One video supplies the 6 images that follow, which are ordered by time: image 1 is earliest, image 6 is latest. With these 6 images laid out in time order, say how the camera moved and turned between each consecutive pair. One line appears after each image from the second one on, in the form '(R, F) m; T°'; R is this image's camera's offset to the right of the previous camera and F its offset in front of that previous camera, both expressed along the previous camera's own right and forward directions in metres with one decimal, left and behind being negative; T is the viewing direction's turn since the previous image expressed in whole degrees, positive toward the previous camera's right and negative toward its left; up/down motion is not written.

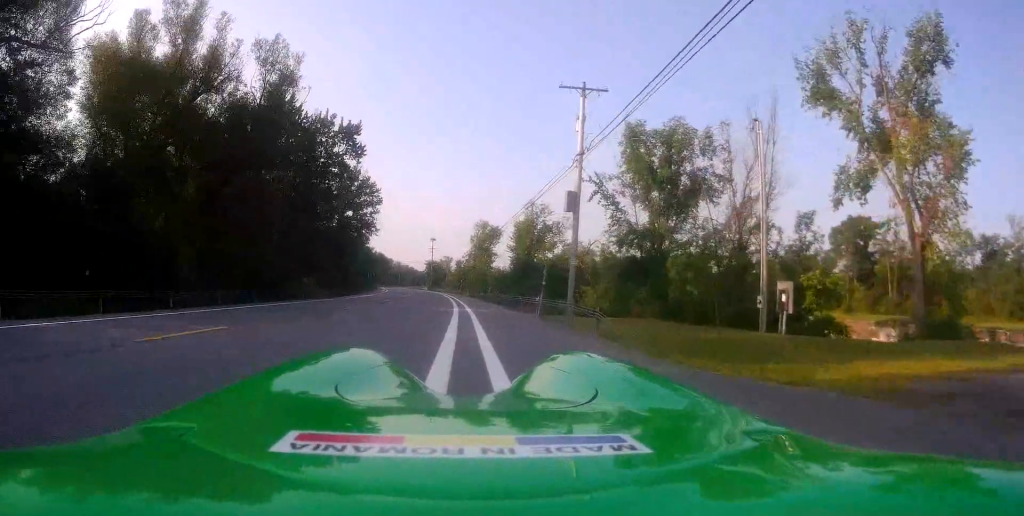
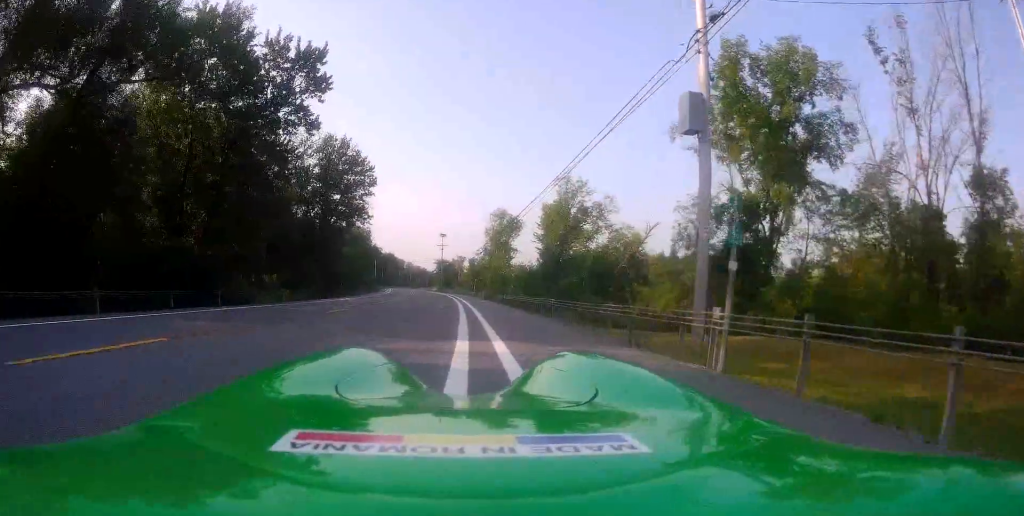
(-1.0, +14.6) m; -7°
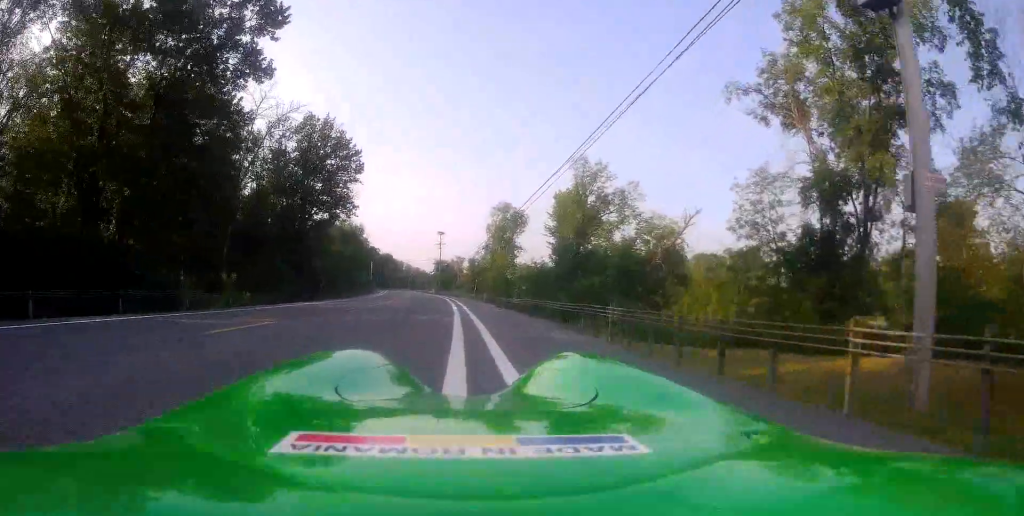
(0.0, +7.8) m; +1°
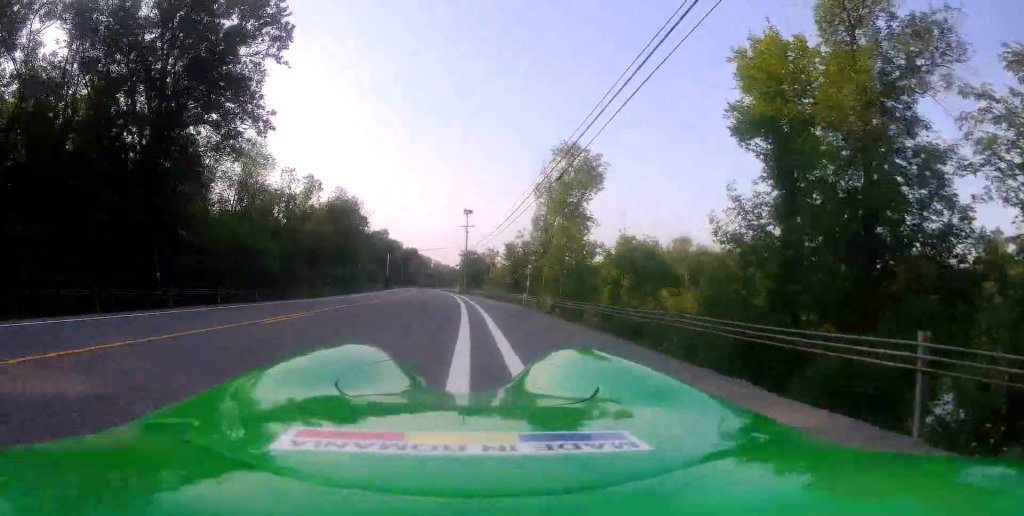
(-0.1, +30.8) m; -4°
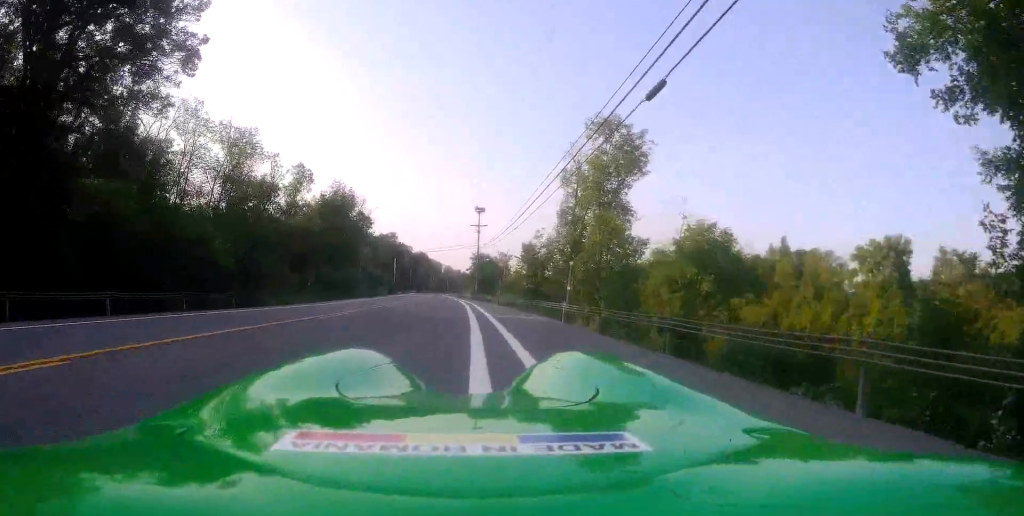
(-0.2, +9.2) m; -1°
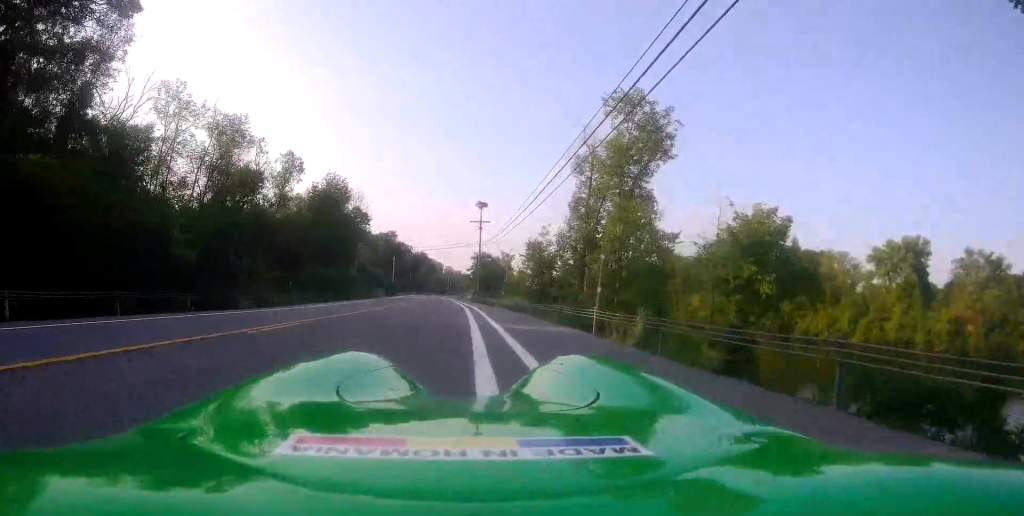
(0.0, +4.4) m; -1°
